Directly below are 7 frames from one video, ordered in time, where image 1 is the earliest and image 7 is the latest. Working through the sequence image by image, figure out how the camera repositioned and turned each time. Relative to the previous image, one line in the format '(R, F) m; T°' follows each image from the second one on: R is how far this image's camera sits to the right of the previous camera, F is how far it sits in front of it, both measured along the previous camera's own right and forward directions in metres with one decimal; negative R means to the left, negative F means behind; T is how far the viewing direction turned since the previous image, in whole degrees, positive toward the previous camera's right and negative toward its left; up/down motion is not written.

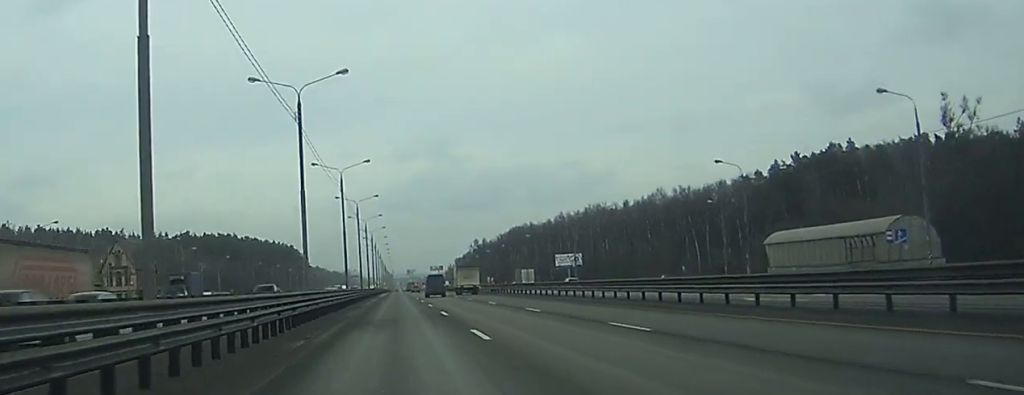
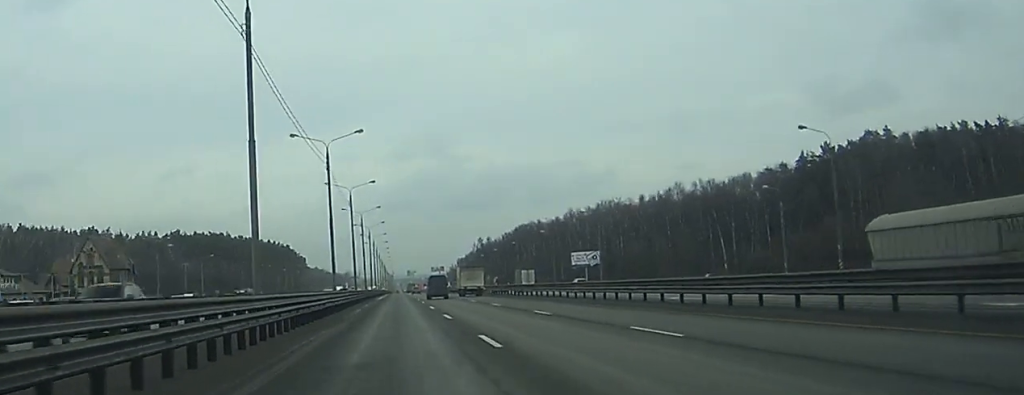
(0.0, +18.2) m; 0°
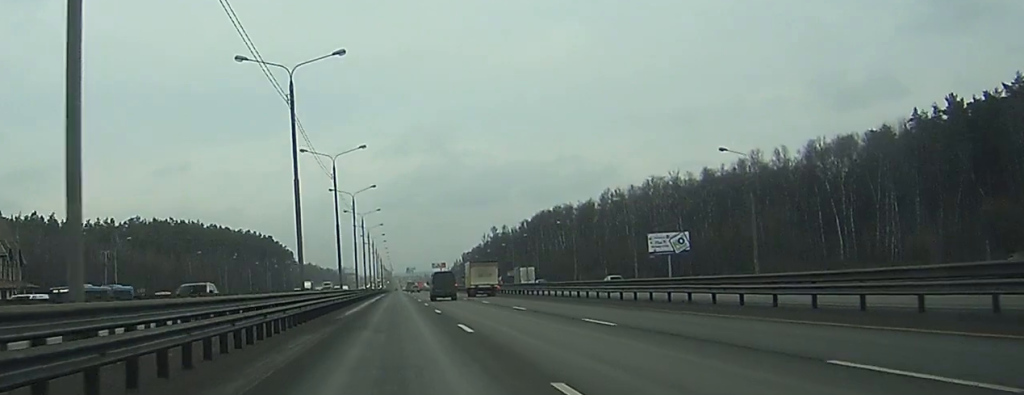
(+0.1, +57.9) m; 0°
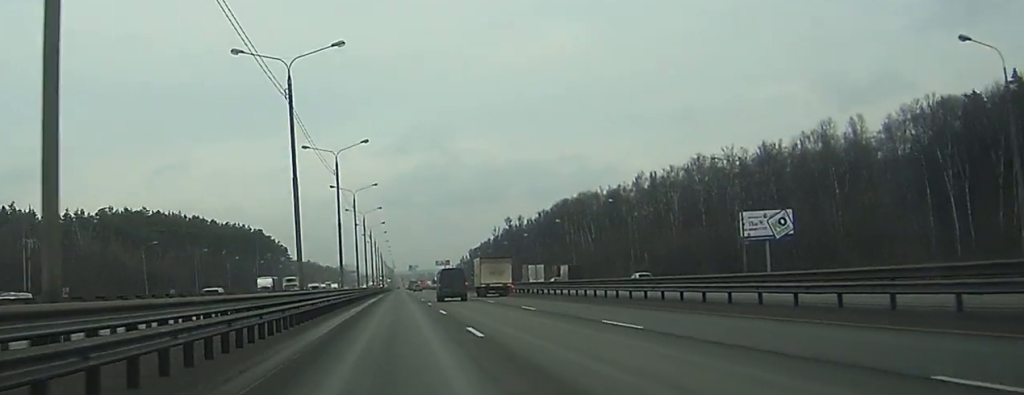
(-0.1, +34.7) m; 0°
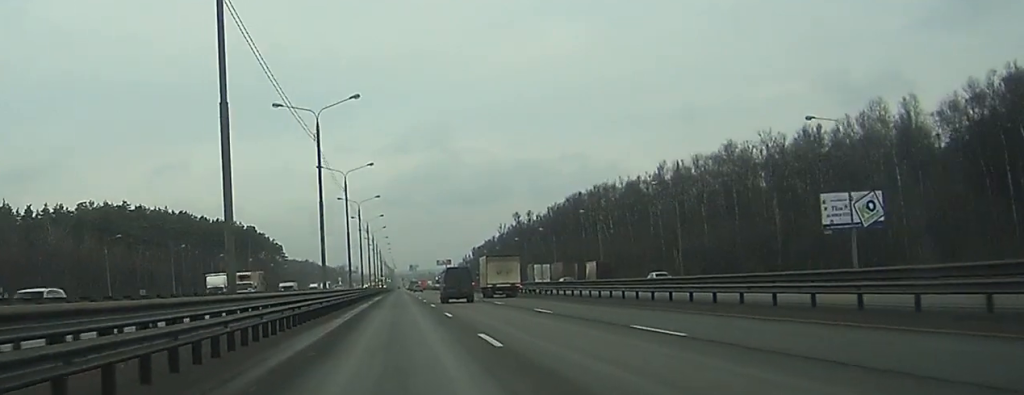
(0.0, +18.4) m; 0°
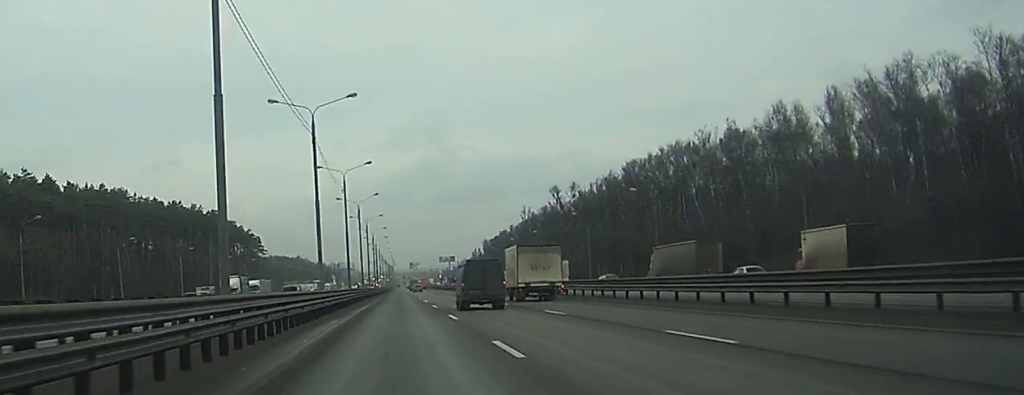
(0.0, +66.6) m; 0°
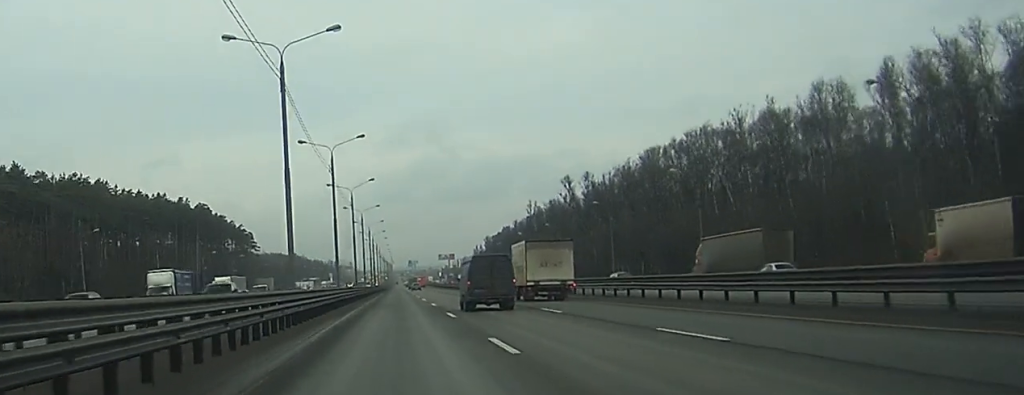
(0.0, +15.3) m; 0°
